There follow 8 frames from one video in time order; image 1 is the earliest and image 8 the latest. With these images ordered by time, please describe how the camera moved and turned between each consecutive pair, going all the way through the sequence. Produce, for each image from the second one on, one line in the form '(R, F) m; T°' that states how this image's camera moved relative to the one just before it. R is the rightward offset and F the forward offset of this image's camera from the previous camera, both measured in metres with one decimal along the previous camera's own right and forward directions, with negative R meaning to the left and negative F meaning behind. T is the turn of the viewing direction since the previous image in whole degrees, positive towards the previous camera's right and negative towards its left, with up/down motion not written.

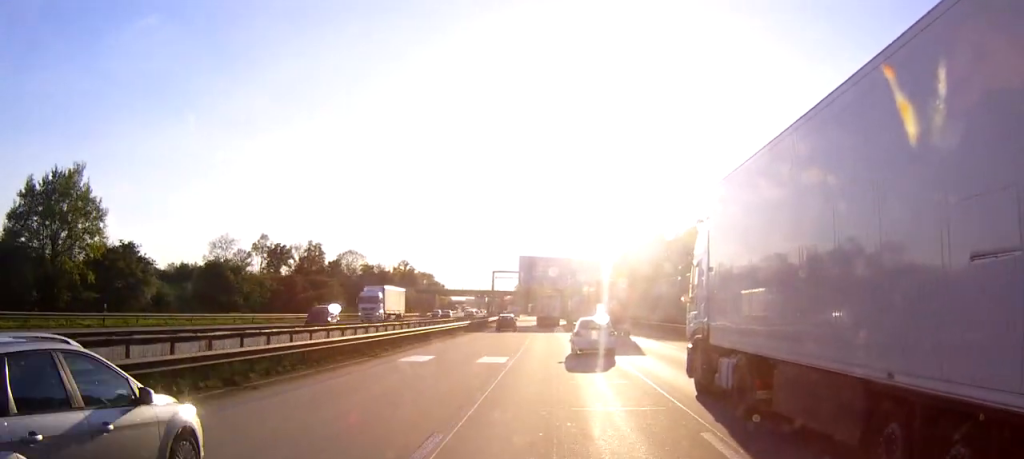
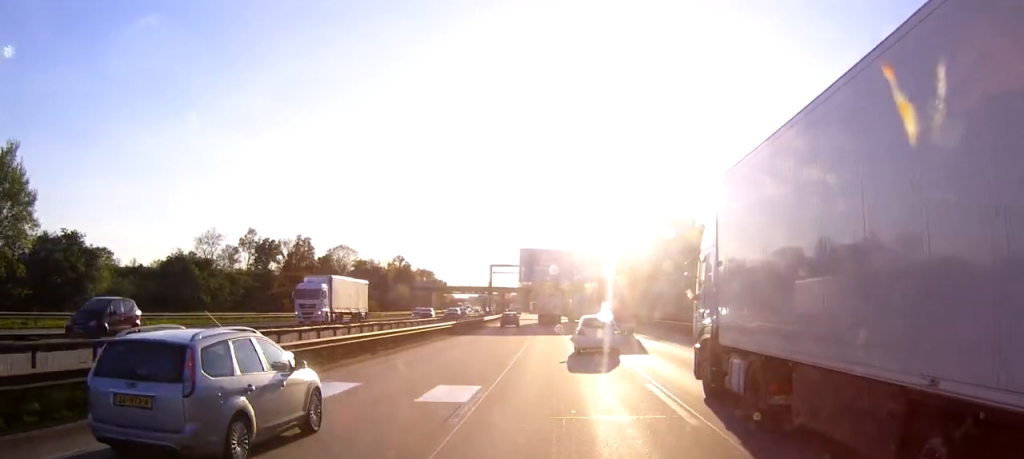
(0.0, +11.3) m; 0°
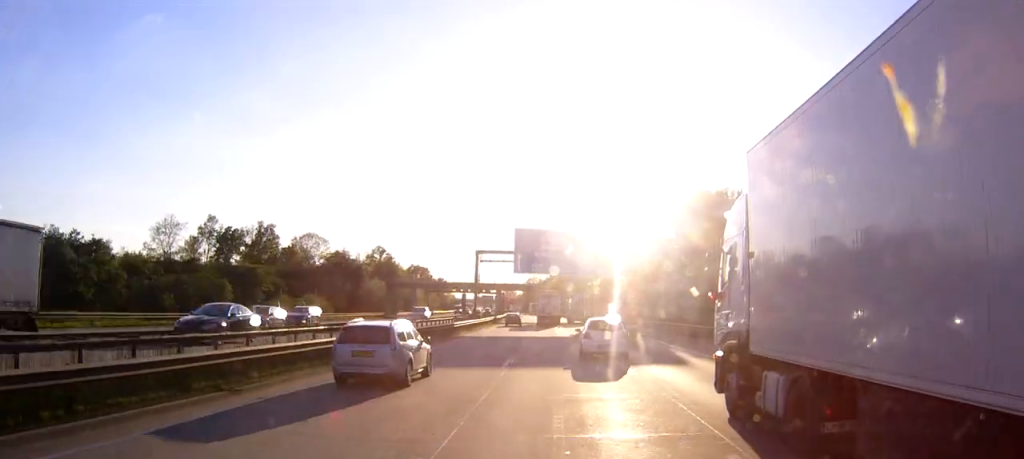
(-0.2, +26.6) m; -1°
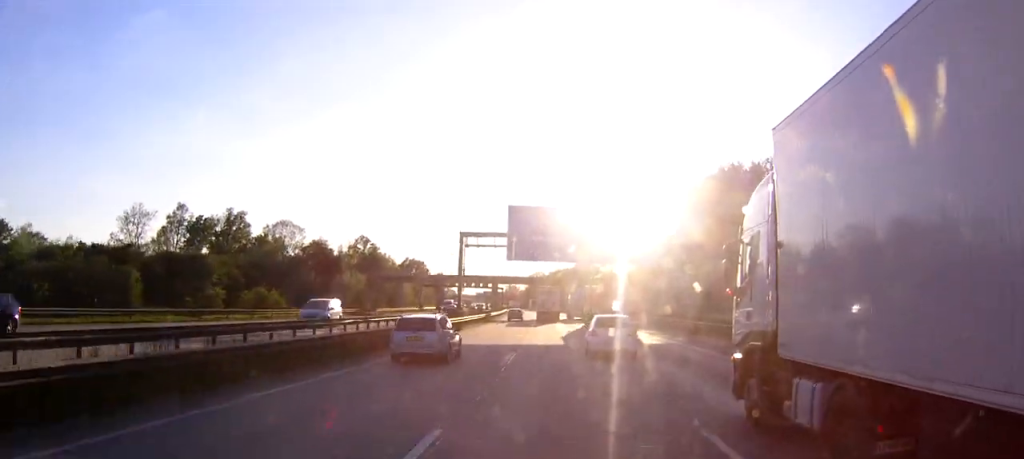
(0.0, +16.2) m; 0°
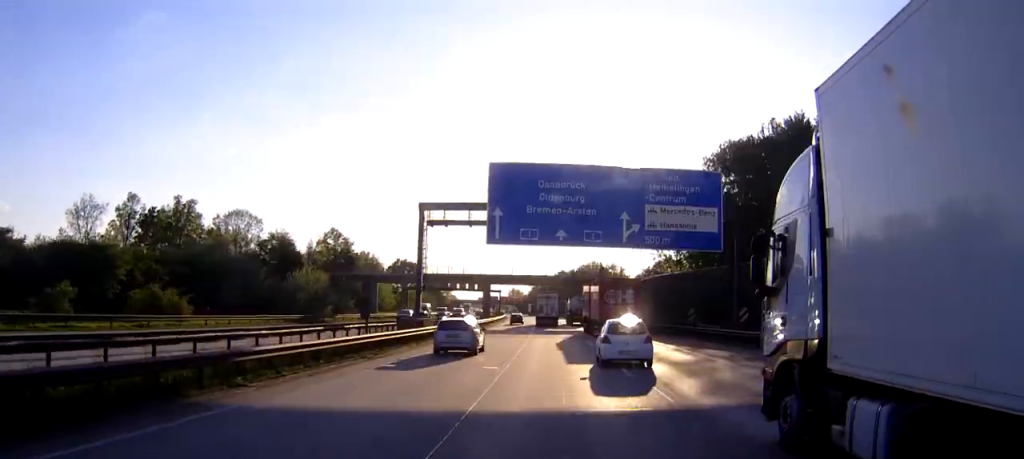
(-0.1, +21.0) m; -1°
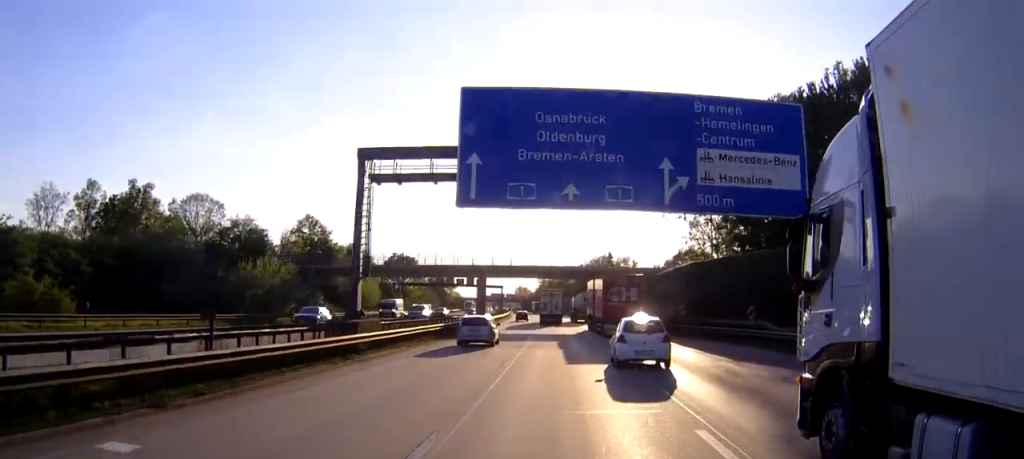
(-0.1, +15.4) m; 0°
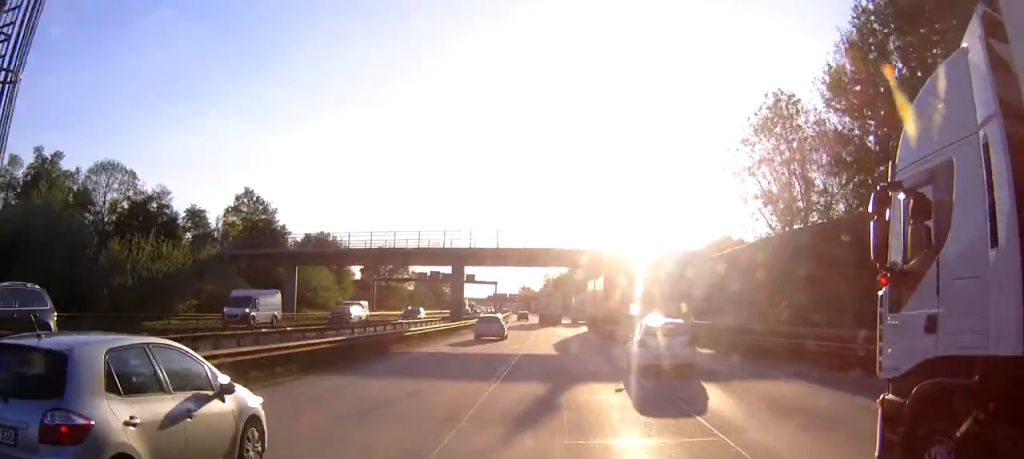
(-0.1, +22.9) m; 0°
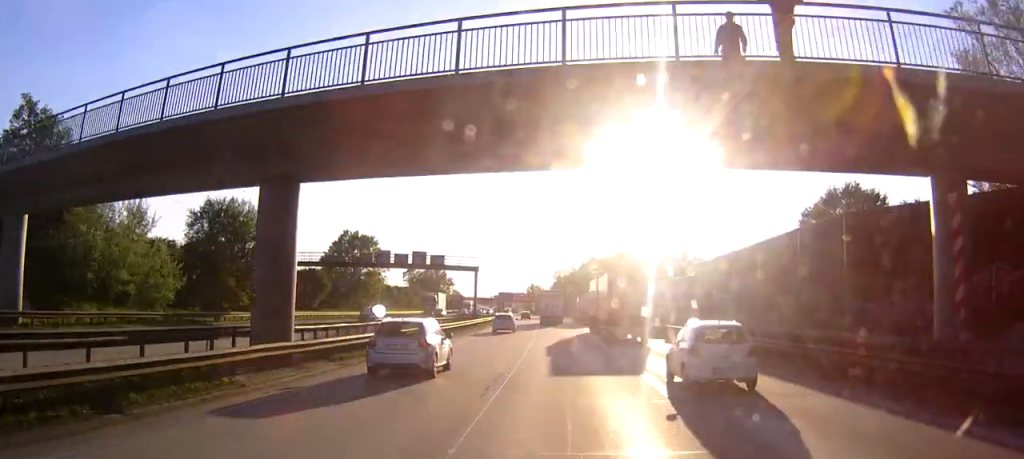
(+0.1, +41.3) m; -1°
